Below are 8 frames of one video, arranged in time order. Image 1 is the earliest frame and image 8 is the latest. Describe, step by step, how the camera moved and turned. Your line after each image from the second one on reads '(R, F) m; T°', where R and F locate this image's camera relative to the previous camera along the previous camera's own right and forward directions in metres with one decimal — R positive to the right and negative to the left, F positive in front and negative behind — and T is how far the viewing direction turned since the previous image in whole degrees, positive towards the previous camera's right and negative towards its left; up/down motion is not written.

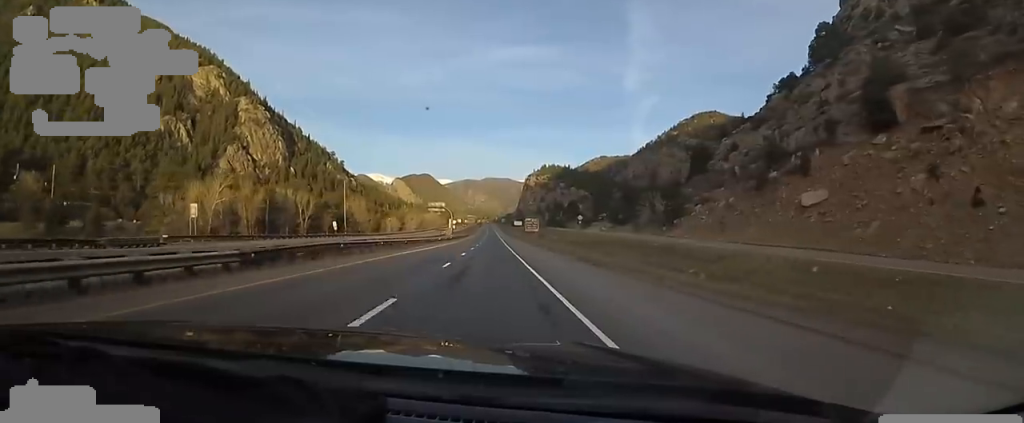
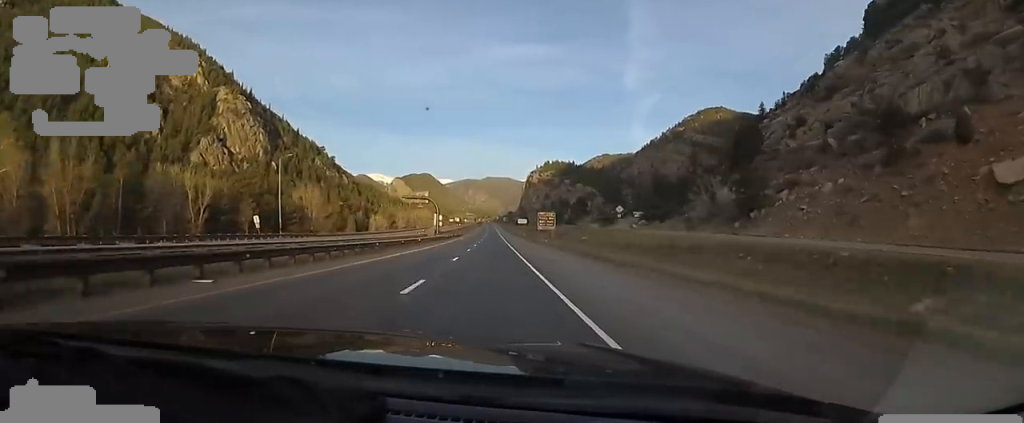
(+0.4, +32.1) m; 0°
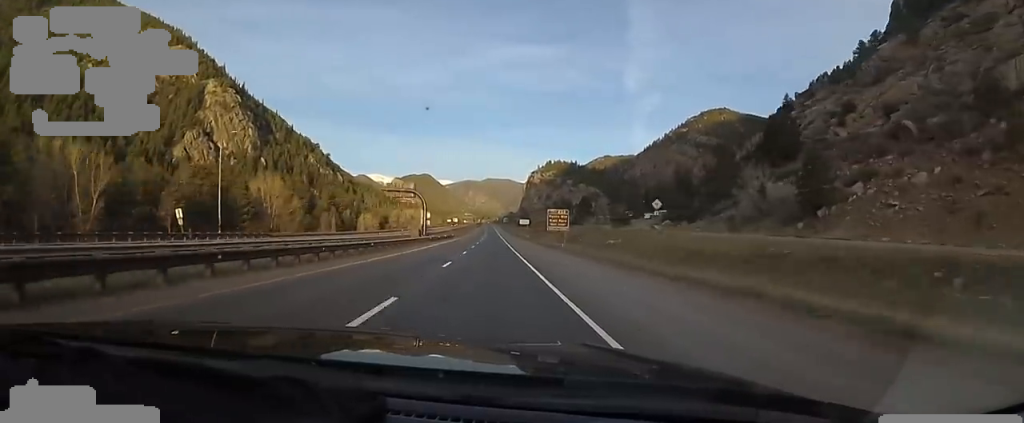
(-0.1, +16.4) m; -1°
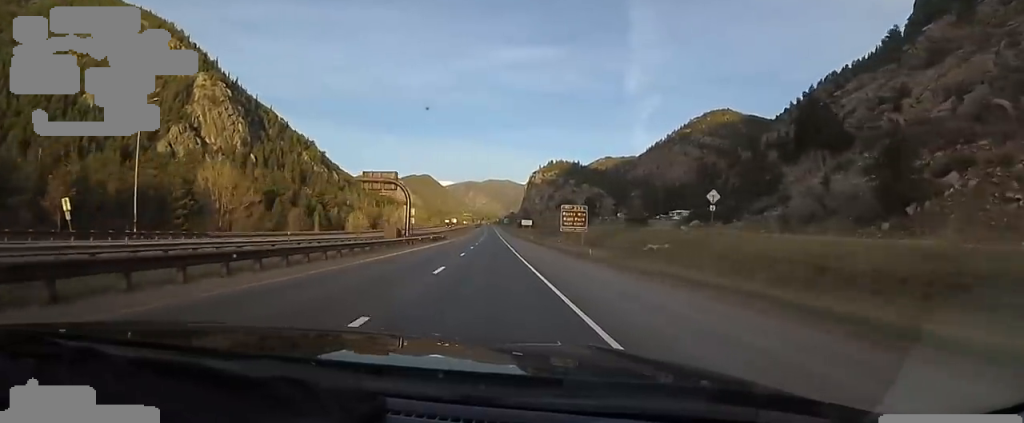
(+0.1, +14.3) m; -1°
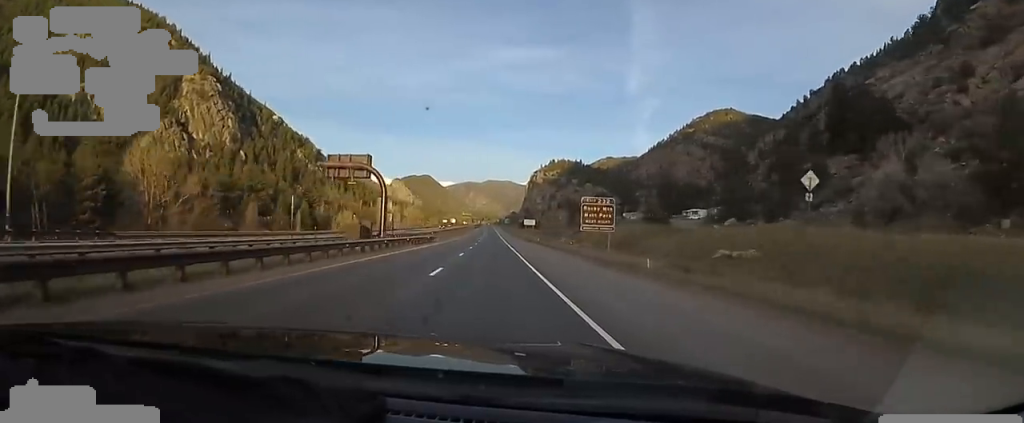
(-0.1, +13.3) m; -1°
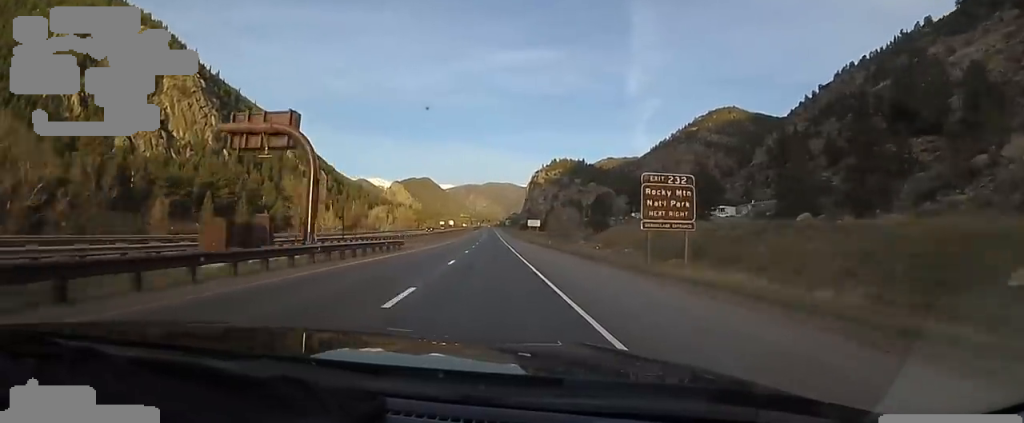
(-0.7, +18.4) m; 0°
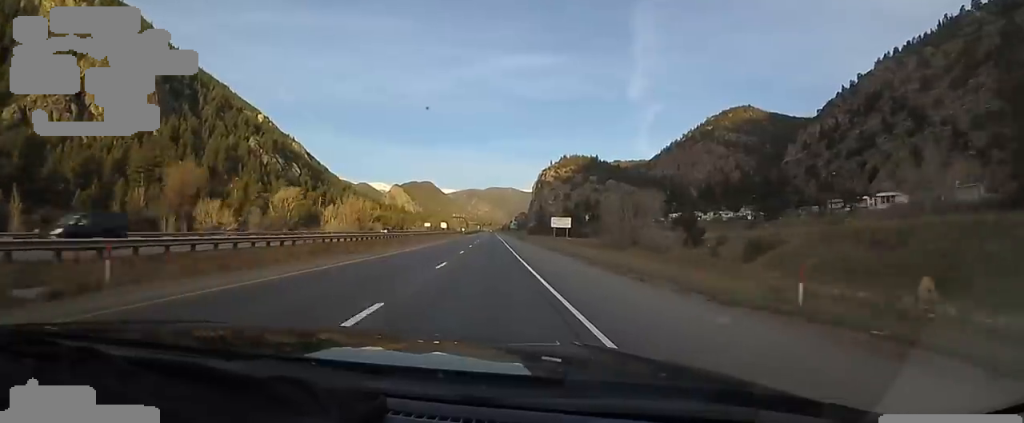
(+3.1, +63.6) m; +2°
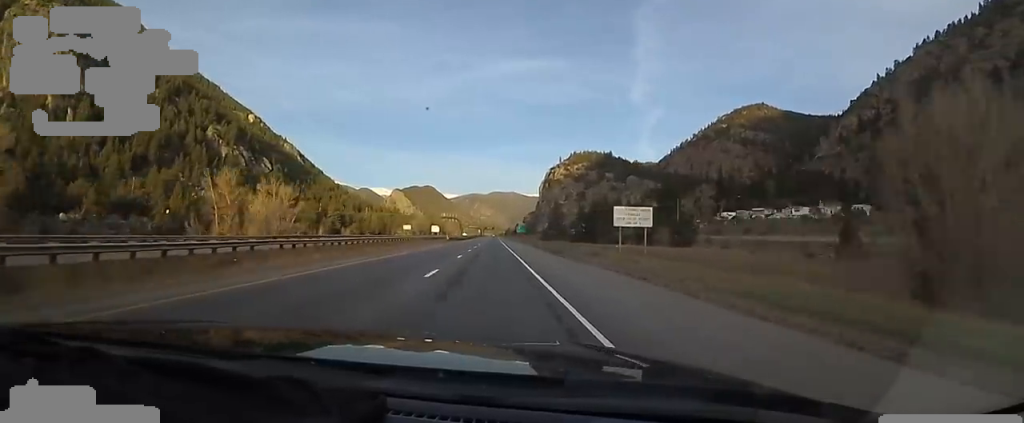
(-1.6, +52.5) m; 0°
